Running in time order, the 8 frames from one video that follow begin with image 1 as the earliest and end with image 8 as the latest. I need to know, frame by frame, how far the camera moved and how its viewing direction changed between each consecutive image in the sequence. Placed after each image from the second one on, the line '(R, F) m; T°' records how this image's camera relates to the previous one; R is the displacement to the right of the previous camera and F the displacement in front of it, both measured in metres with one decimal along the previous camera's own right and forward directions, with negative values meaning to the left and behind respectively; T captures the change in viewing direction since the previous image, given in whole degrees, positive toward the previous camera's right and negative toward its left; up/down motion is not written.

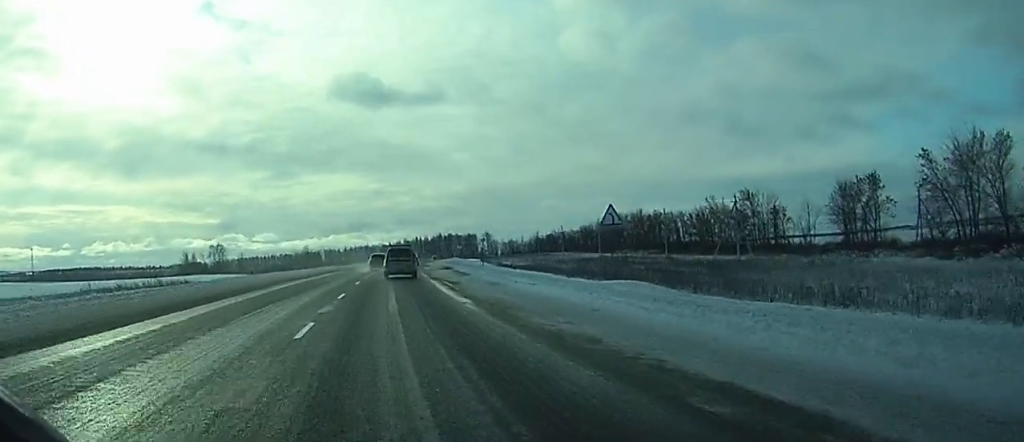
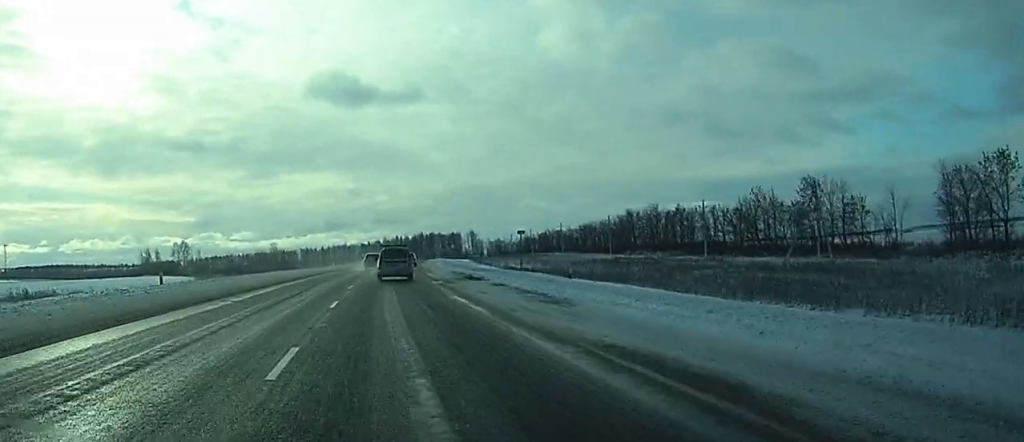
(+0.4, +28.5) m; +2°
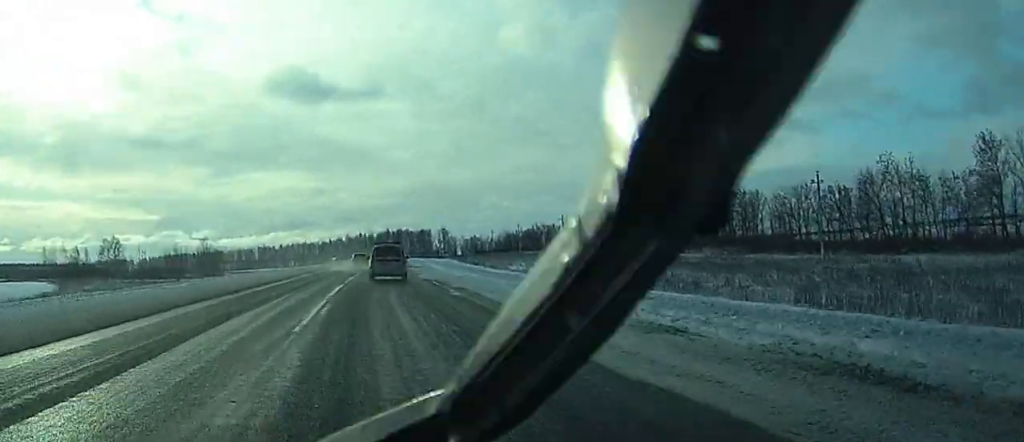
(+1.2, +45.4) m; +2°
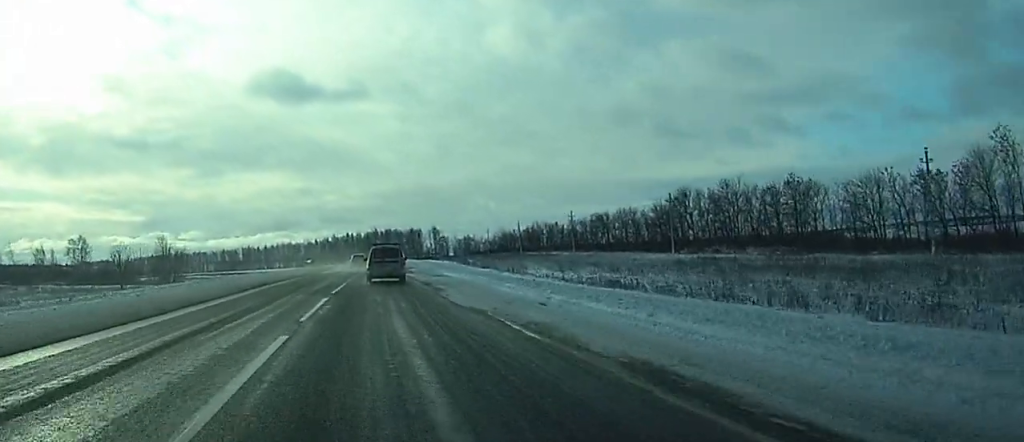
(+0.1, +21.8) m; +1°
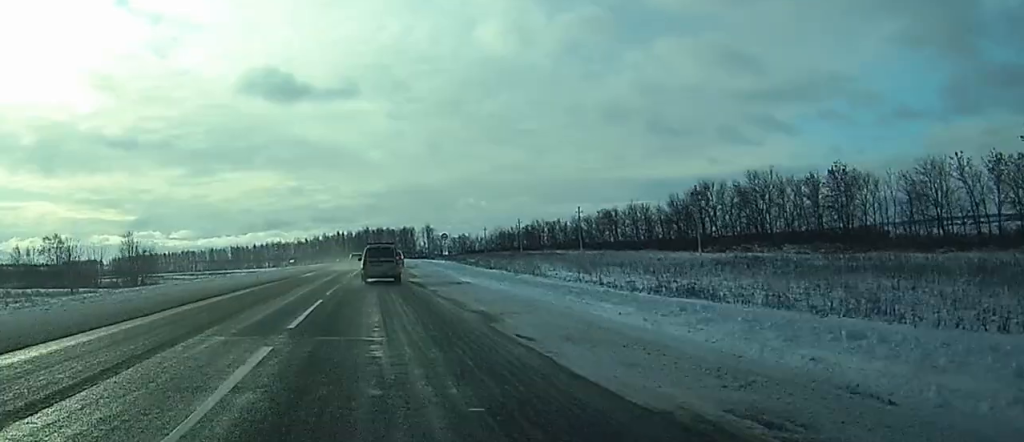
(+0.2, +13.9) m; +1°
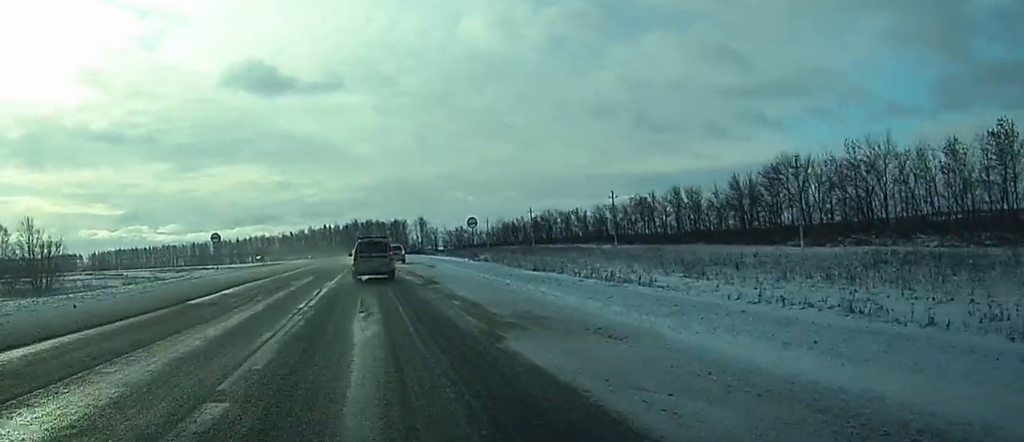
(+0.6, +31.4) m; +2°
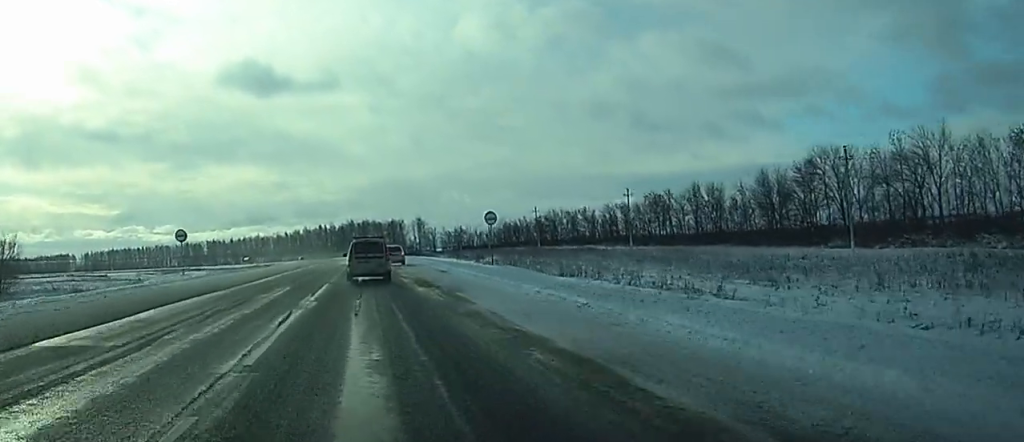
(0.0, +10.5) m; 0°
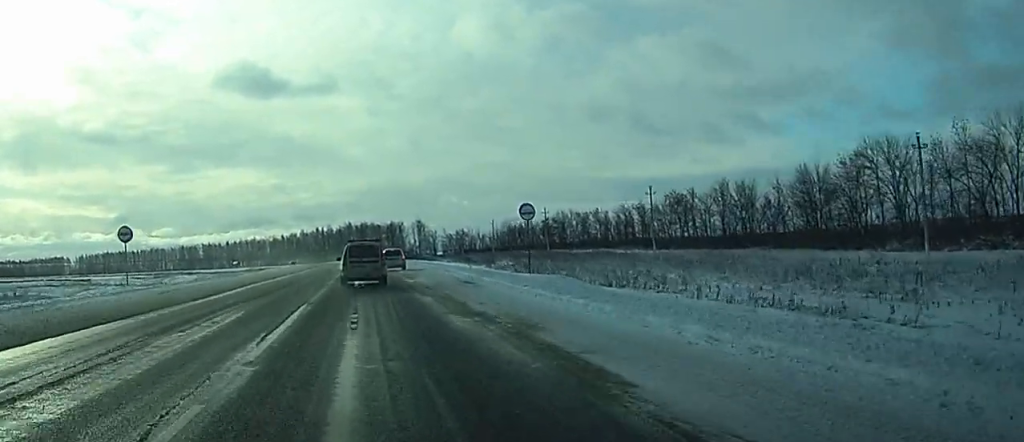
(0.0, +11.9) m; 0°
